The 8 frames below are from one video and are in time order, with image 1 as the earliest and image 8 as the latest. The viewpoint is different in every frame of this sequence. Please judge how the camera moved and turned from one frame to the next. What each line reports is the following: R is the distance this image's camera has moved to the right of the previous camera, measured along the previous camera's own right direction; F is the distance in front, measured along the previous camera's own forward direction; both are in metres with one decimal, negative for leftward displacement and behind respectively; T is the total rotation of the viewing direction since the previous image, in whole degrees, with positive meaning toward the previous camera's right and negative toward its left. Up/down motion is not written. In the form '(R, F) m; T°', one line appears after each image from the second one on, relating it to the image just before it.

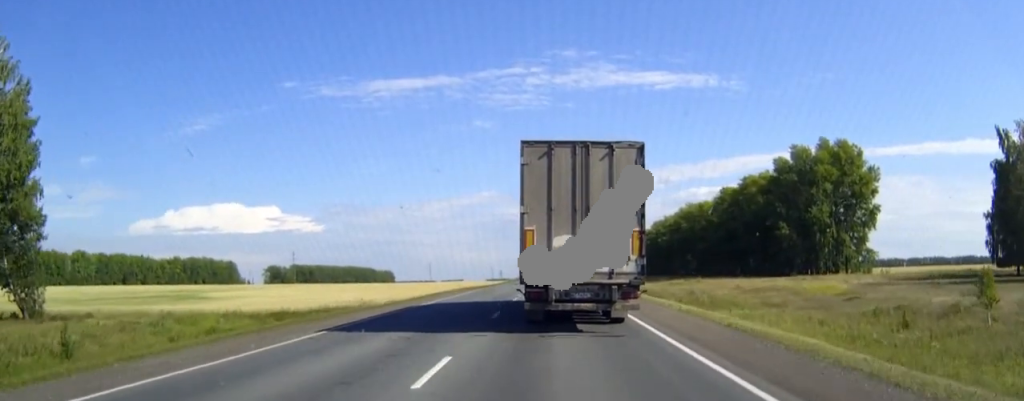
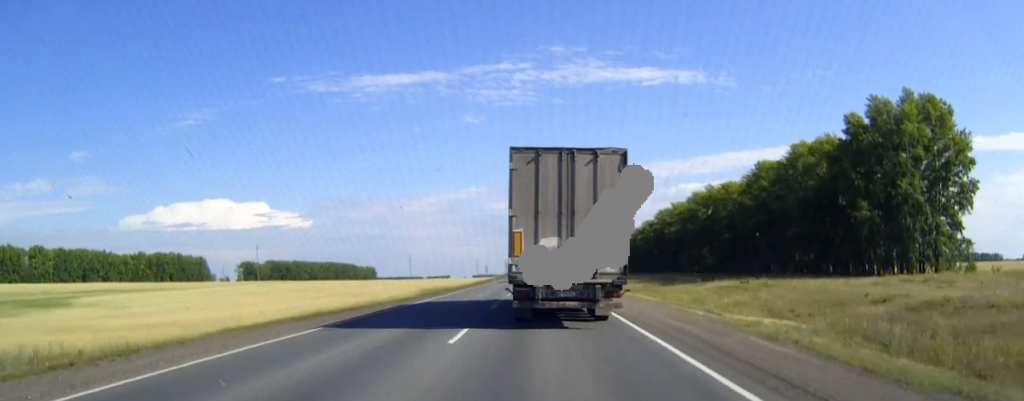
(+0.3, +42.5) m; +1°
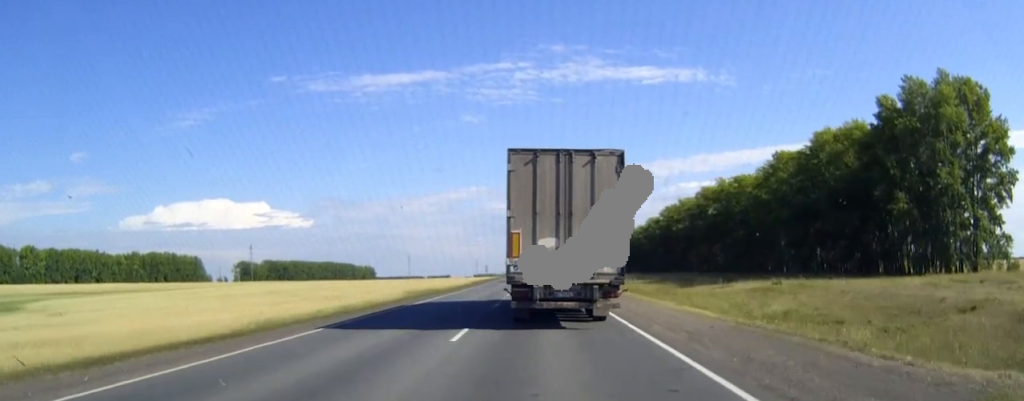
(0.0, +11.5) m; 0°
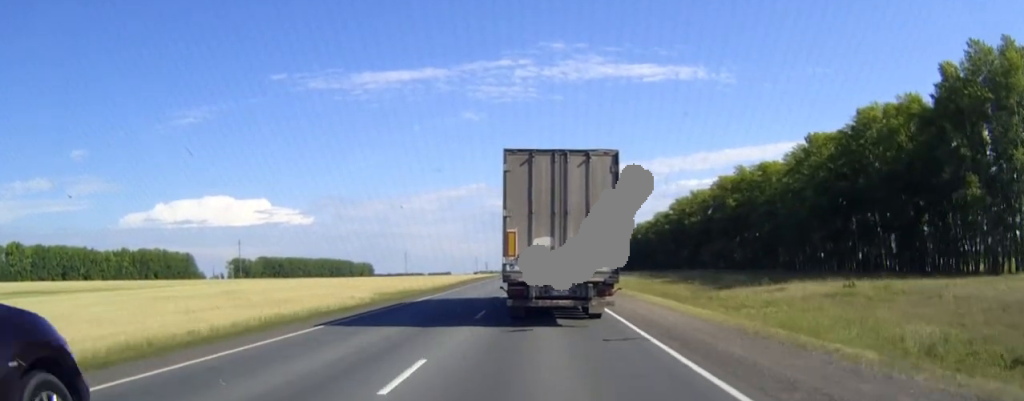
(0.0, +18.0) m; 0°
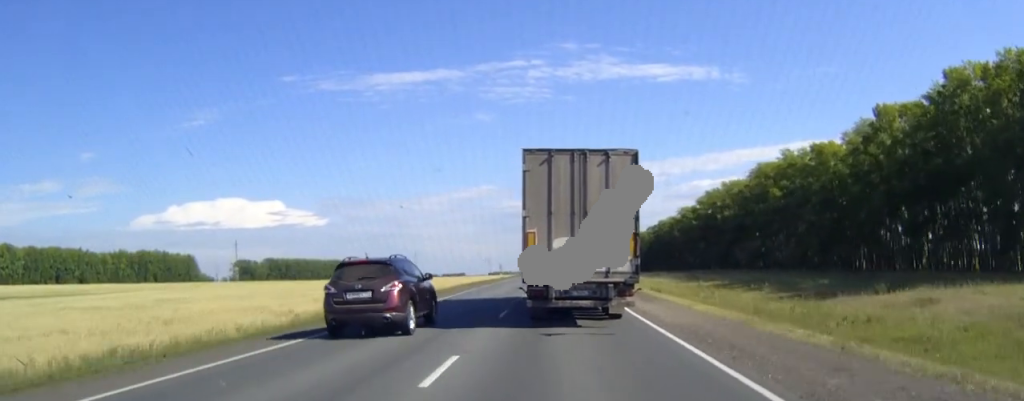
(-0.2, +23.2) m; -1°
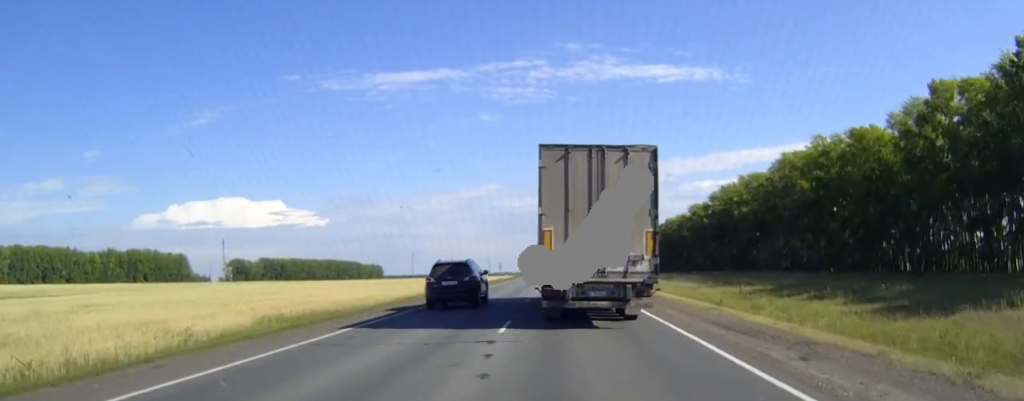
(-0.1, +16.6) m; 0°
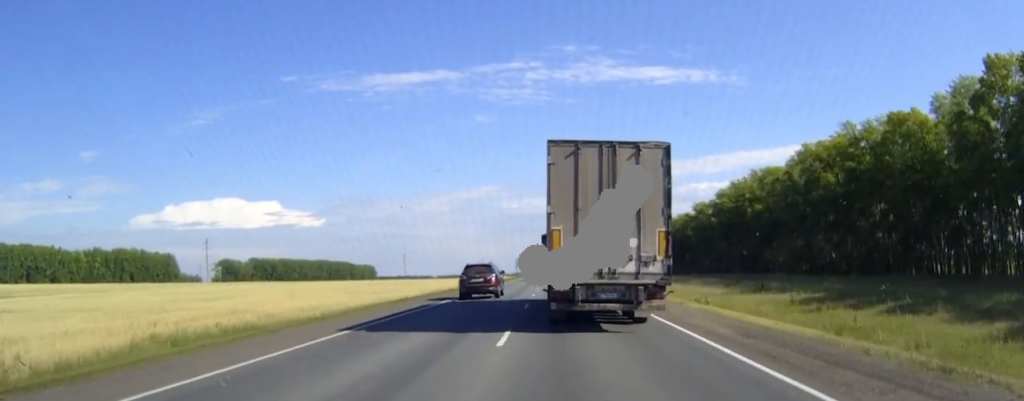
(+0.1, +14.5) m; 0°
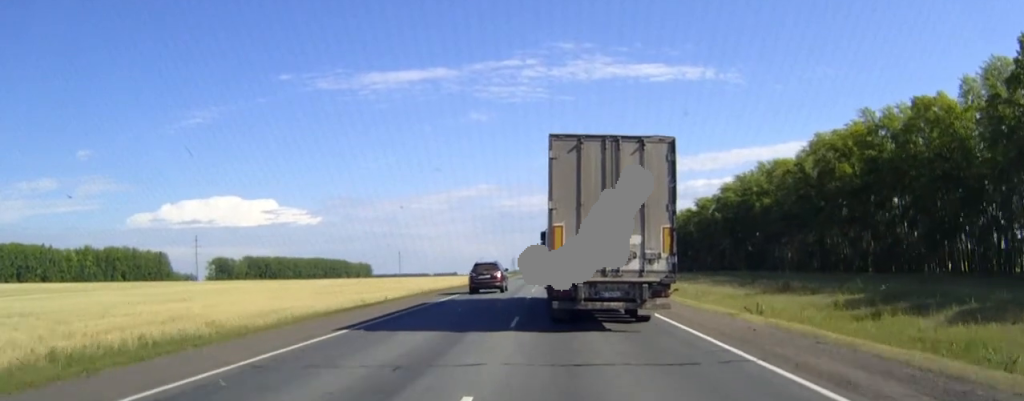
(0.0, +8.3) m; 0°
